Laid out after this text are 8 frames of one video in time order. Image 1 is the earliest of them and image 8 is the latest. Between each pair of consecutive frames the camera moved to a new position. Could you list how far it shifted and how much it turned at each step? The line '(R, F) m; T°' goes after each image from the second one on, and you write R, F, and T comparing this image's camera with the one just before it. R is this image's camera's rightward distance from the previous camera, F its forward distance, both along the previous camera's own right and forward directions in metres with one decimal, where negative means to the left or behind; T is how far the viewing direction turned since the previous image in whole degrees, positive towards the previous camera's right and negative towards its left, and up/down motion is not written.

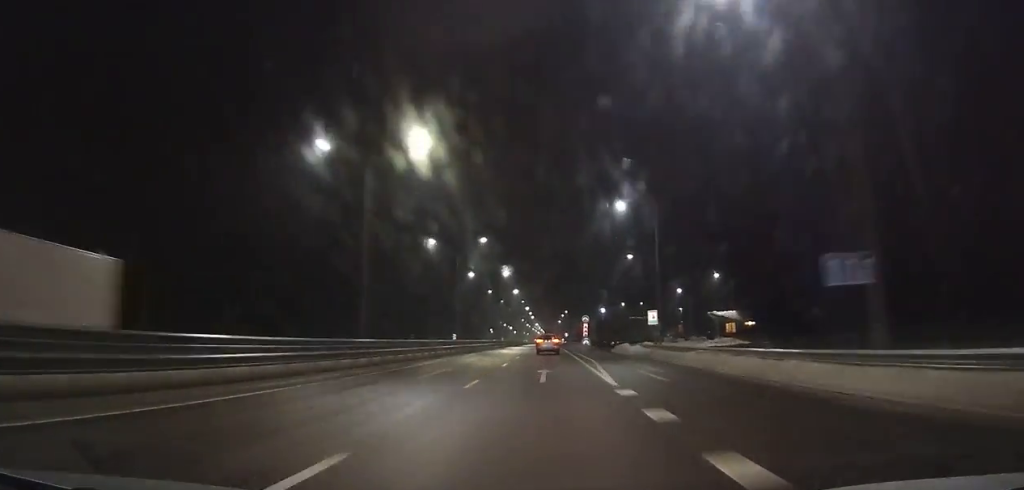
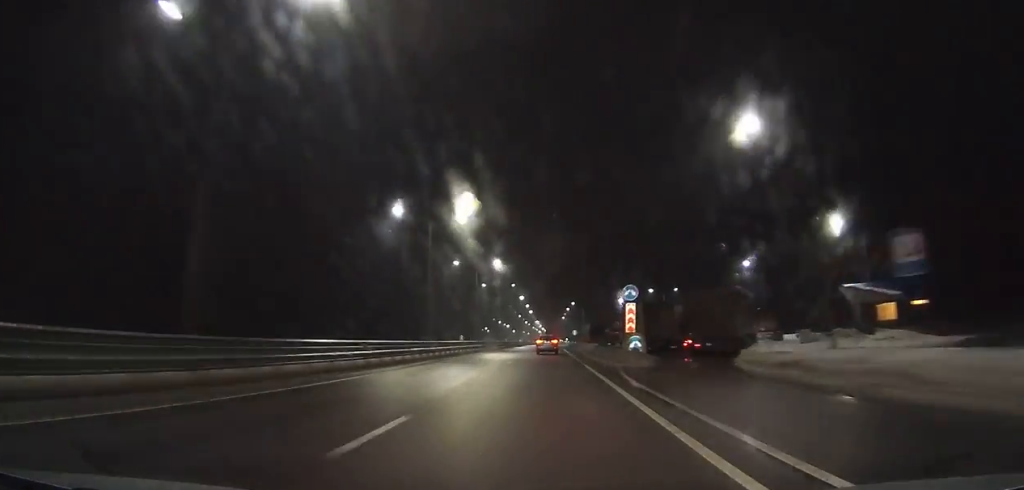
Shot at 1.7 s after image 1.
(-0.1, +44.7) m; 0°
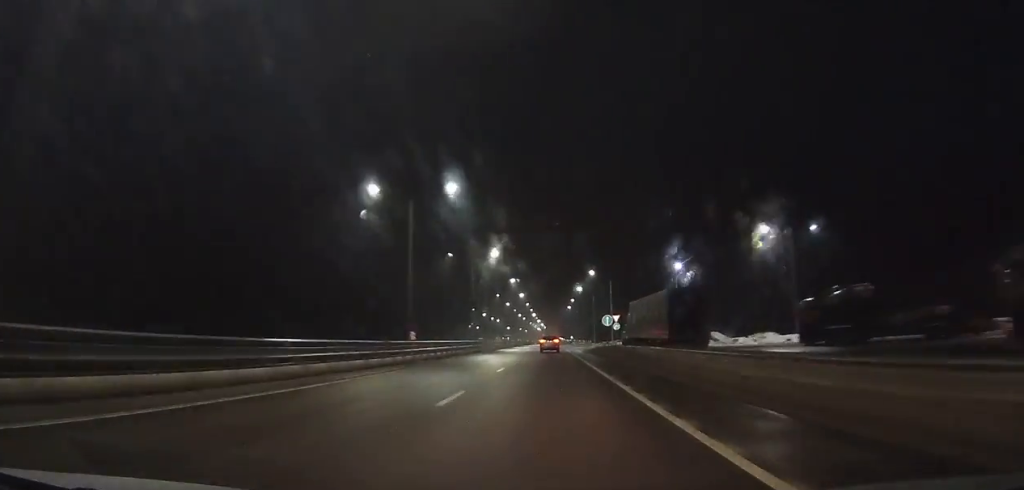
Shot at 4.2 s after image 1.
(-0.2, +65.4) m; 0°
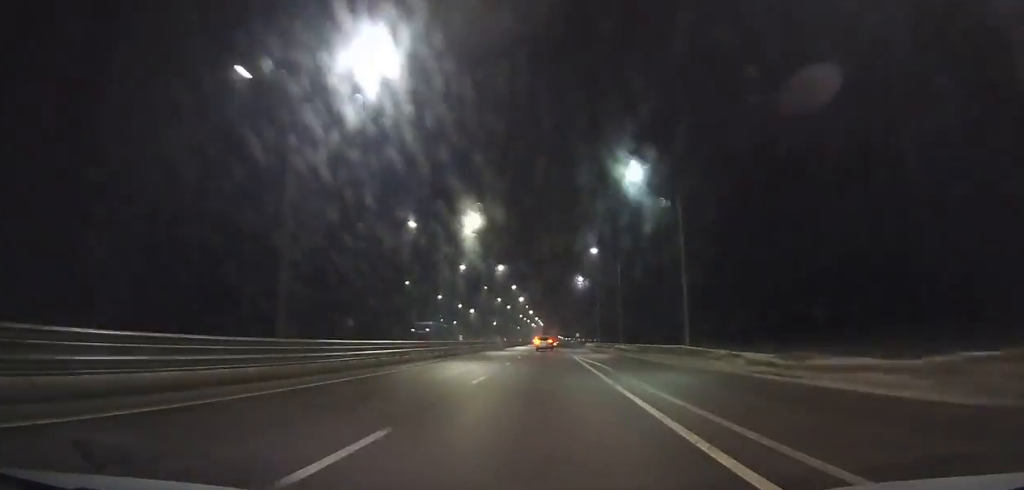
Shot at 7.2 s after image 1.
(+0.1, +77.8) m; 0°
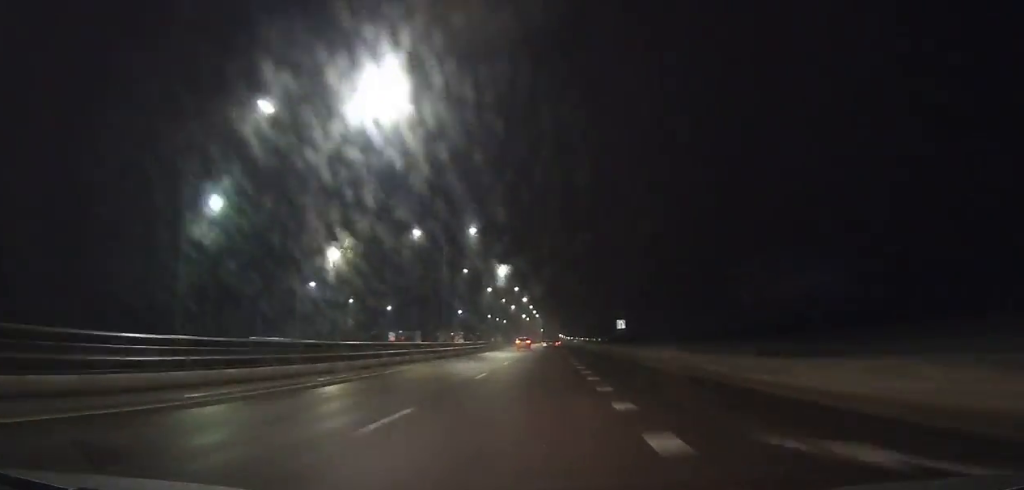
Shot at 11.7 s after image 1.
(+0.2, +117.4) m; 0°
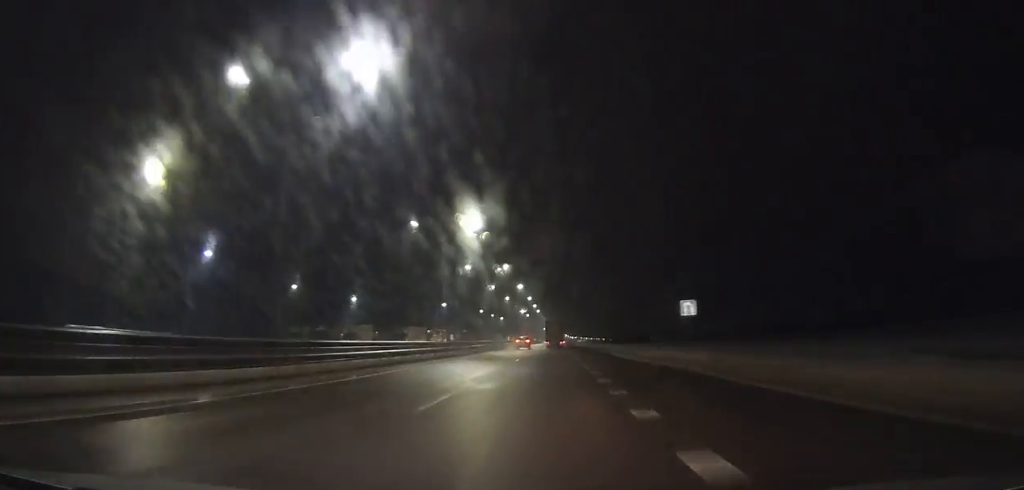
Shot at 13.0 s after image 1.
(-0.1, +34.3) m; 0°
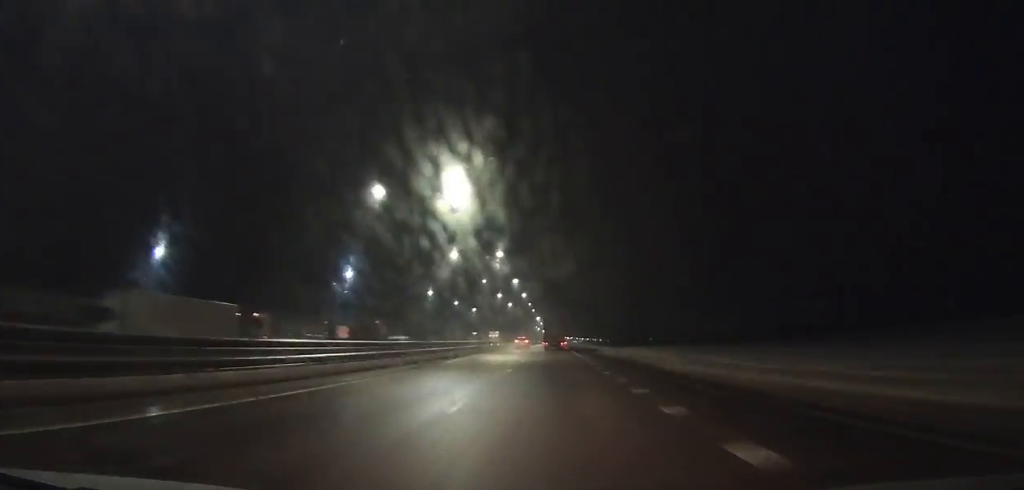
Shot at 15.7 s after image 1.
(+0.3, +72.1) m; 0°
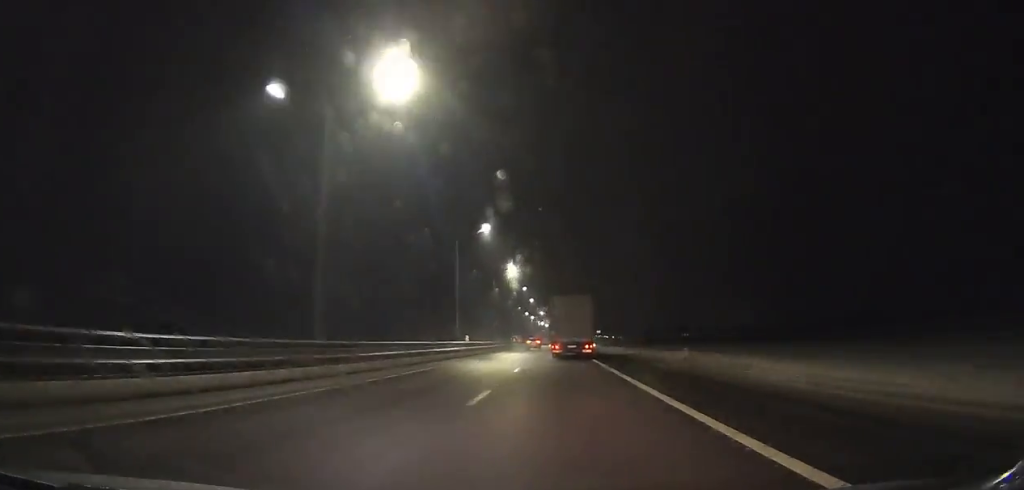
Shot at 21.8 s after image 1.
(-1.0, +167.0) m; -1°
